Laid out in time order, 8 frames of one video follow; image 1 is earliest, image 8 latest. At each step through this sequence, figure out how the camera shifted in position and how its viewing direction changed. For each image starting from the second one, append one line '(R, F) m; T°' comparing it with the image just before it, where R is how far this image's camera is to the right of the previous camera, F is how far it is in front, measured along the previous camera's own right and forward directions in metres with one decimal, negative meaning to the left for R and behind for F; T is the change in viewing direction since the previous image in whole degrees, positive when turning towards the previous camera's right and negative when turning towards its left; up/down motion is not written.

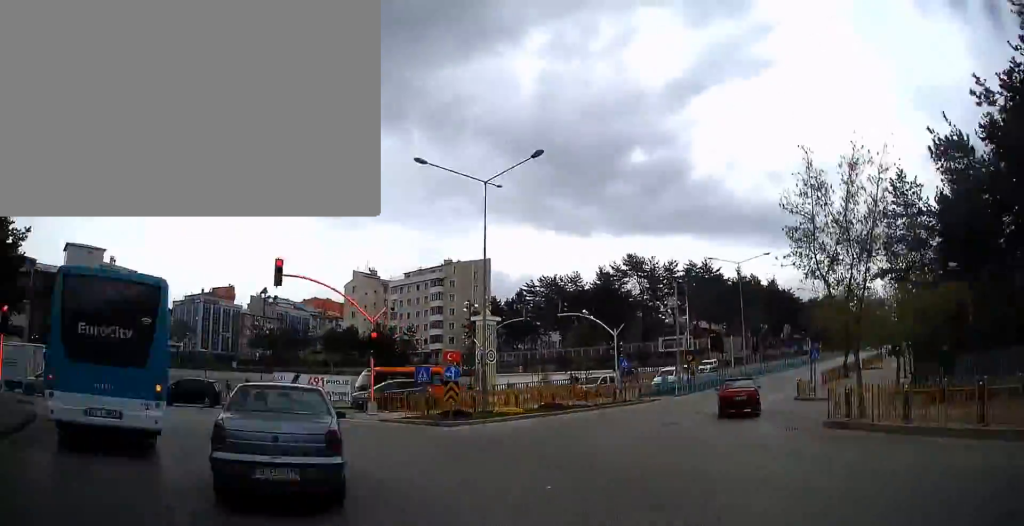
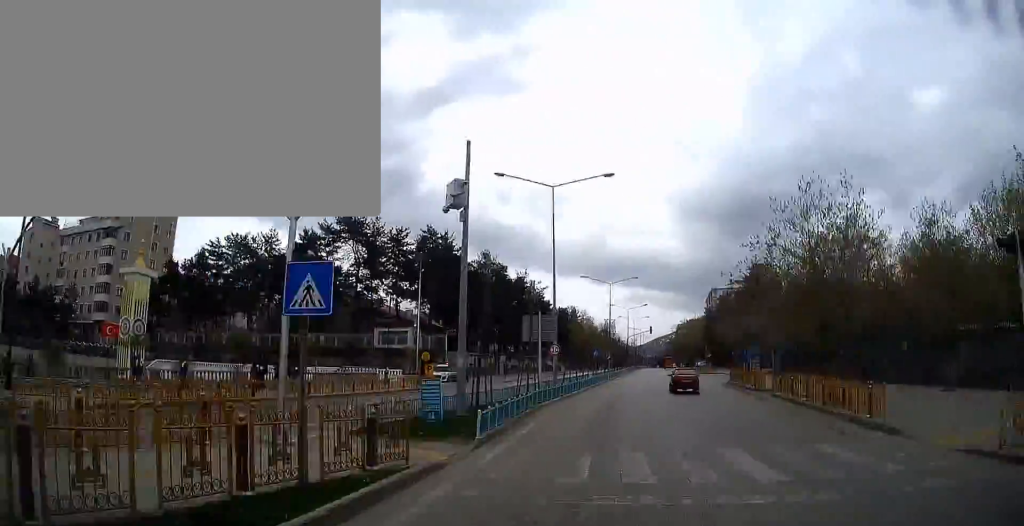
(+5.7, +34.2) m; +8°
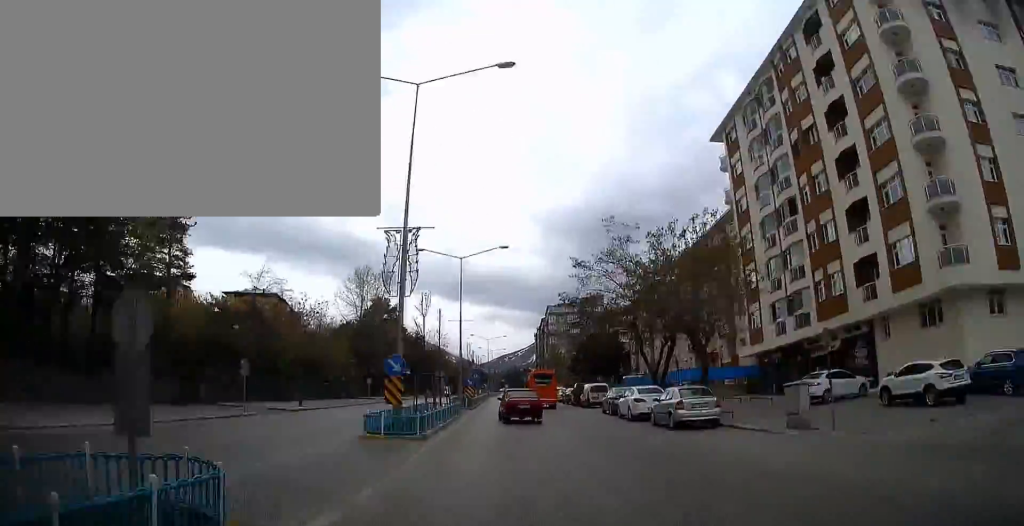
(+22.1, +162.1) m; +9°
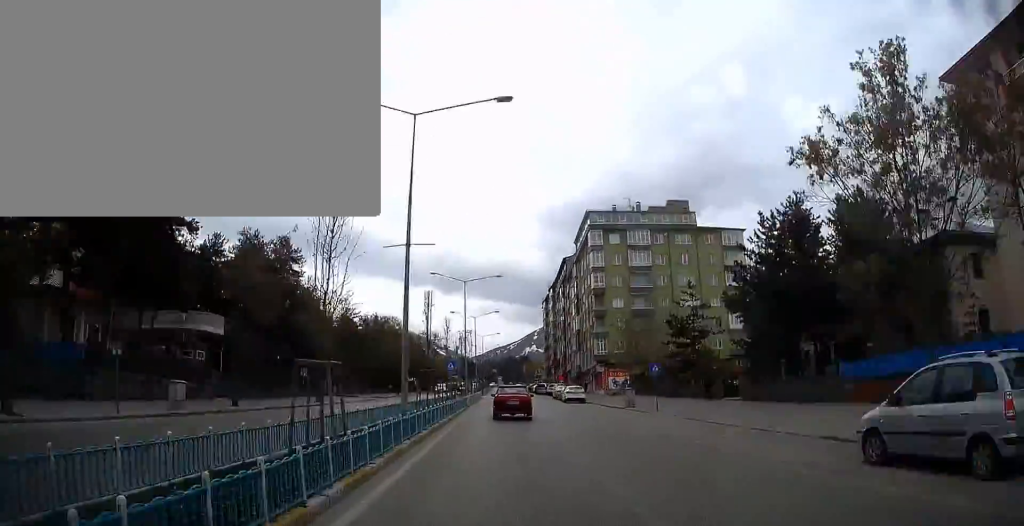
(0.0, +90.6) m; 0°
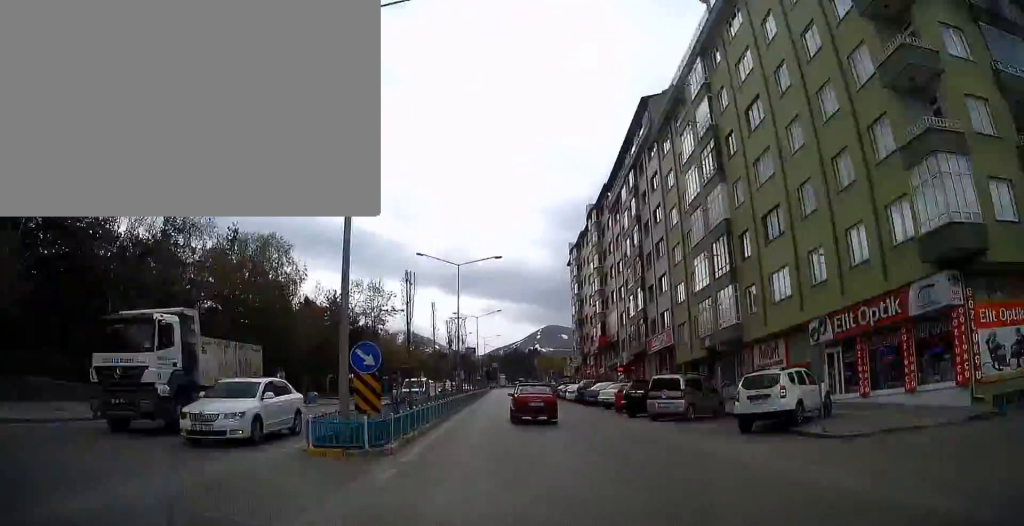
(0.0, +59.3) m; +1°
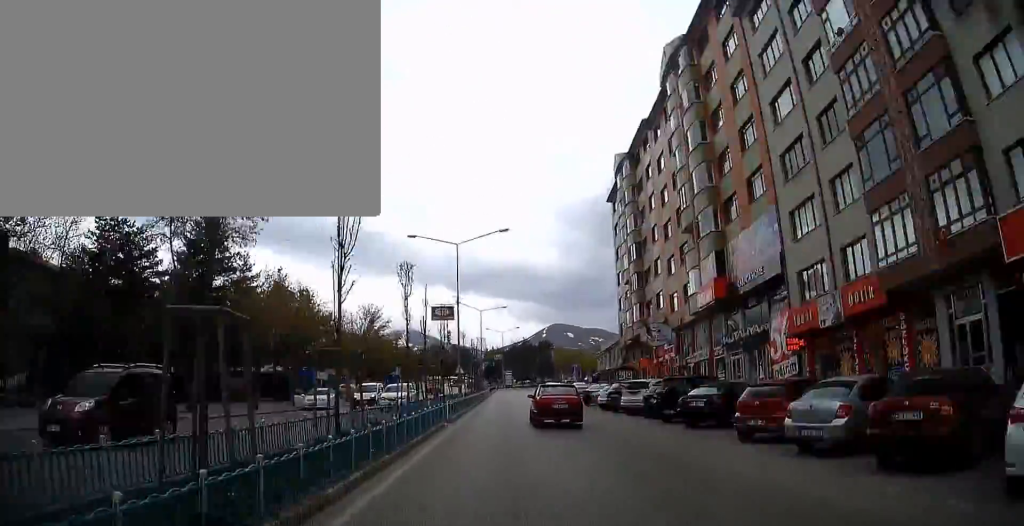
(-0.3, +36.6) m; +1°
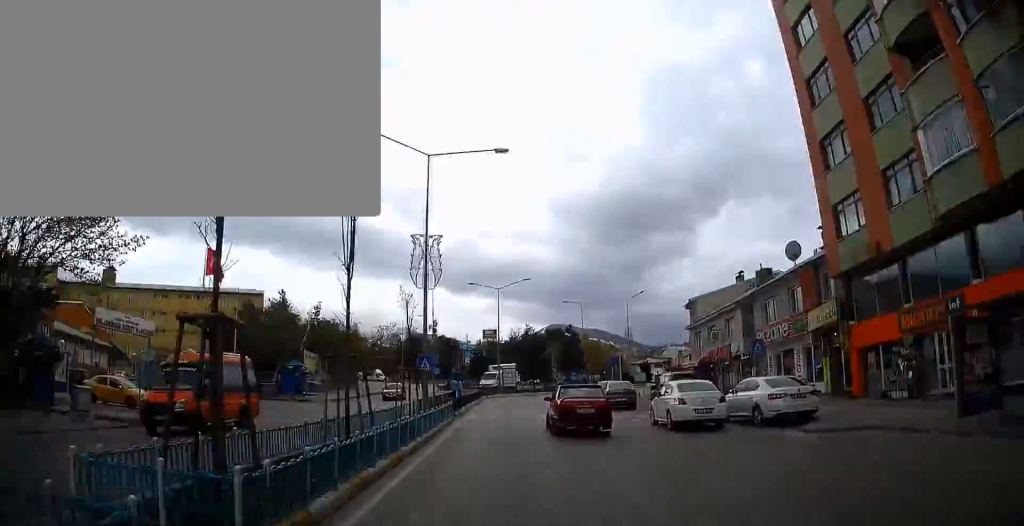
(+0.6, +39.8) m; +9°
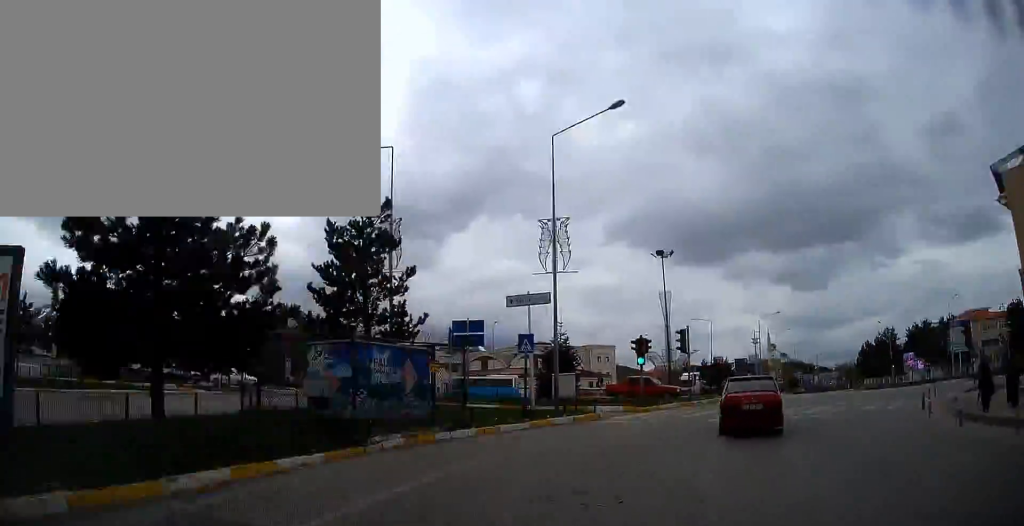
(+5.9, +44.7) m; +11°
